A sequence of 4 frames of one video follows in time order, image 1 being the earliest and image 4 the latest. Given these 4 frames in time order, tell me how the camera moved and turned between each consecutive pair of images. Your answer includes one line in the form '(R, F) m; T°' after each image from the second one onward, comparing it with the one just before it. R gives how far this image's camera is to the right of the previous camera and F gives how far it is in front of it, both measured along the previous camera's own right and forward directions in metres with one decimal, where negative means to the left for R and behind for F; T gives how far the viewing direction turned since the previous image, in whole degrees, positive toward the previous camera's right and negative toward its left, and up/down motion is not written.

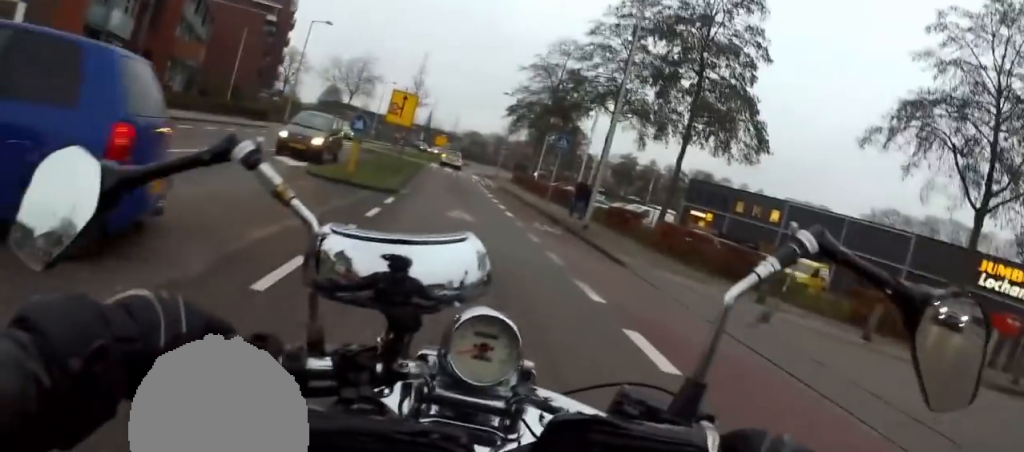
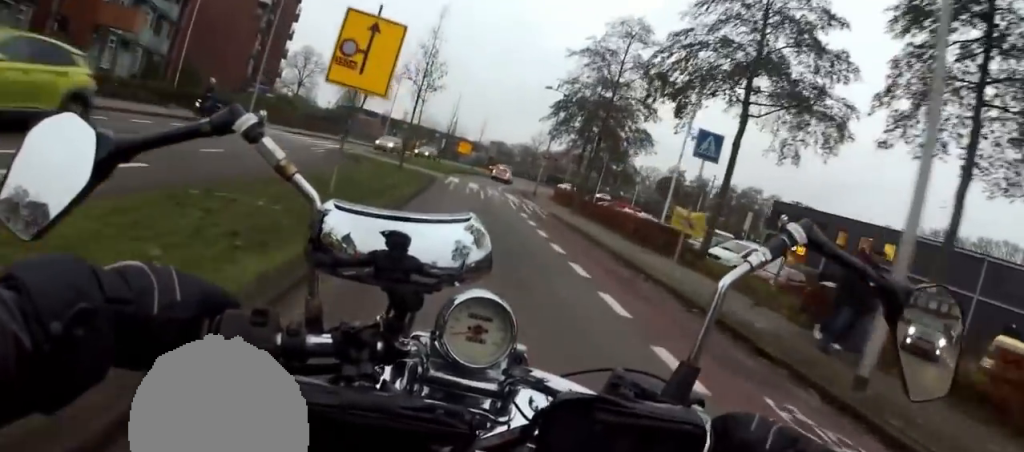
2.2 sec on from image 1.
(+2.2, +11.6) m; +9°
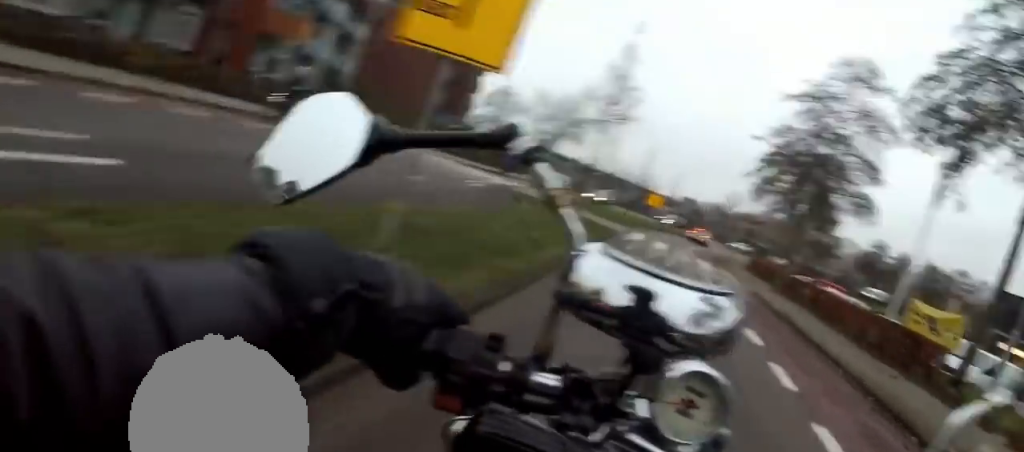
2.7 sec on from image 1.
(-0.6, +3.4) m; -1°
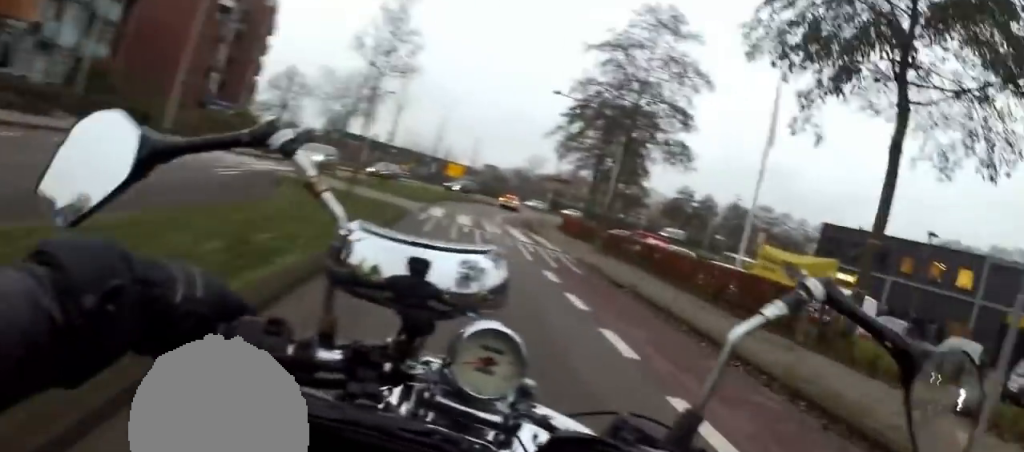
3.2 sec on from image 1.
(+0.2, +3.1) m; -1°
